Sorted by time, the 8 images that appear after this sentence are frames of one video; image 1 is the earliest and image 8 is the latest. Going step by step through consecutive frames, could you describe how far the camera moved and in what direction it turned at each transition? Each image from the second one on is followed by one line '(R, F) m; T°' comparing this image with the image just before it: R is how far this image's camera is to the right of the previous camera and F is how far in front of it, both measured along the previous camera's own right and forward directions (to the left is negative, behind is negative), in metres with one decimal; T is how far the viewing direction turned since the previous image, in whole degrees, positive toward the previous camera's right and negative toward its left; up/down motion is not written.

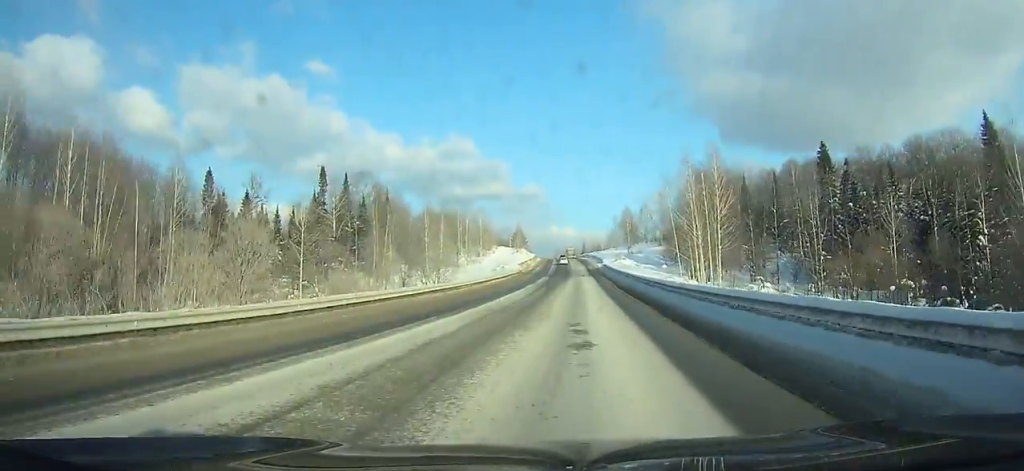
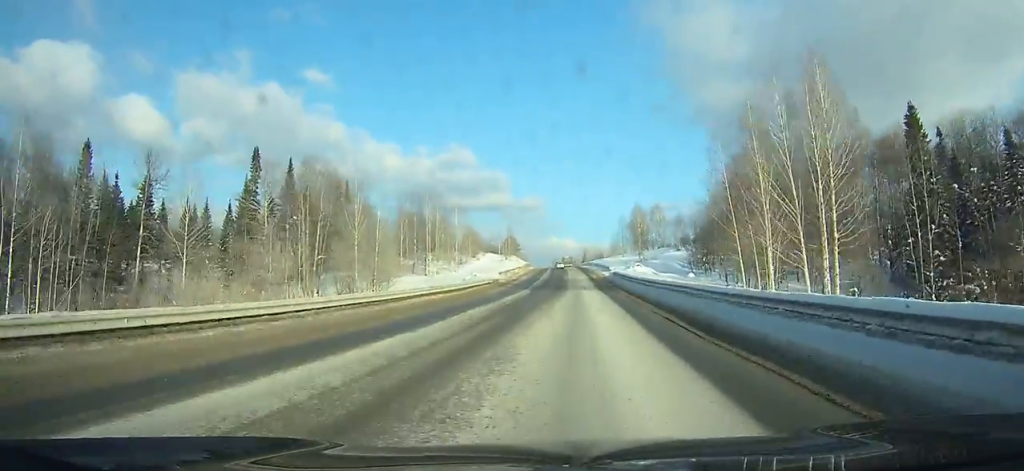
(-0.1, +27.9) m; 0°
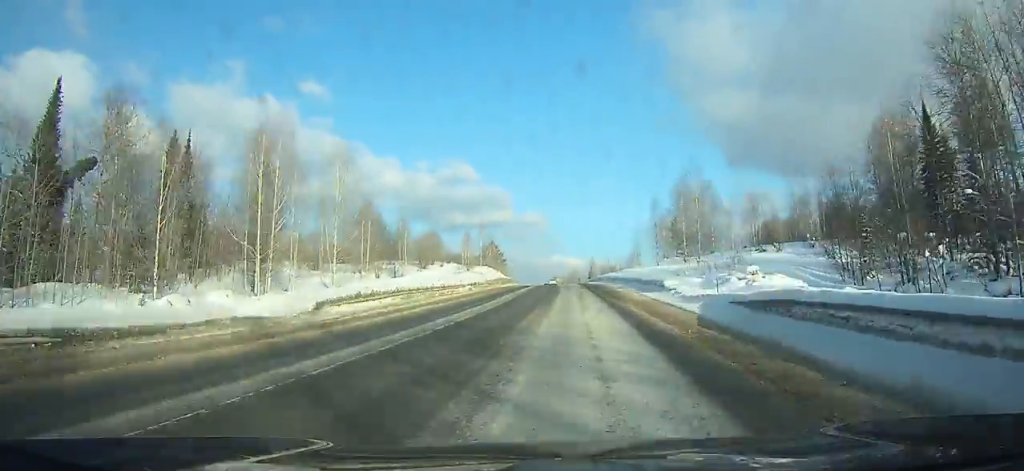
(-0.2, +58.1) m; -1°
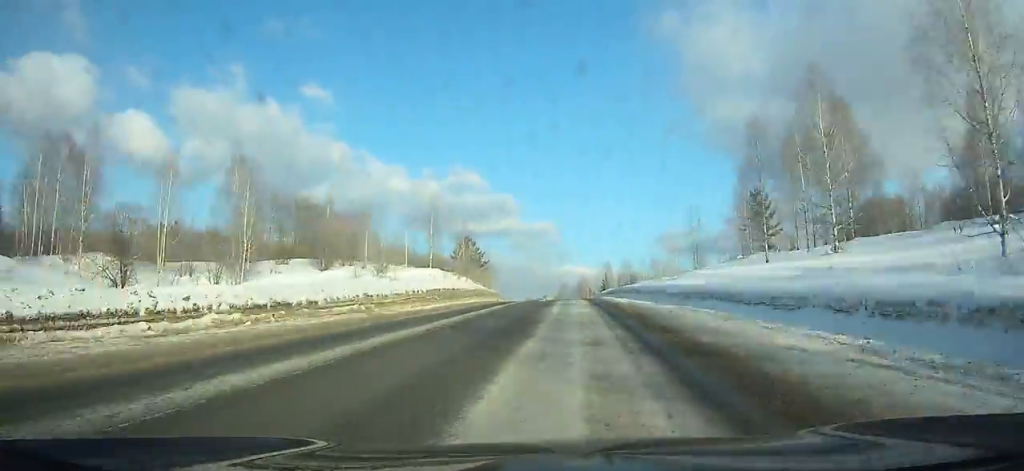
(-0.1, +48.7) m; -1°
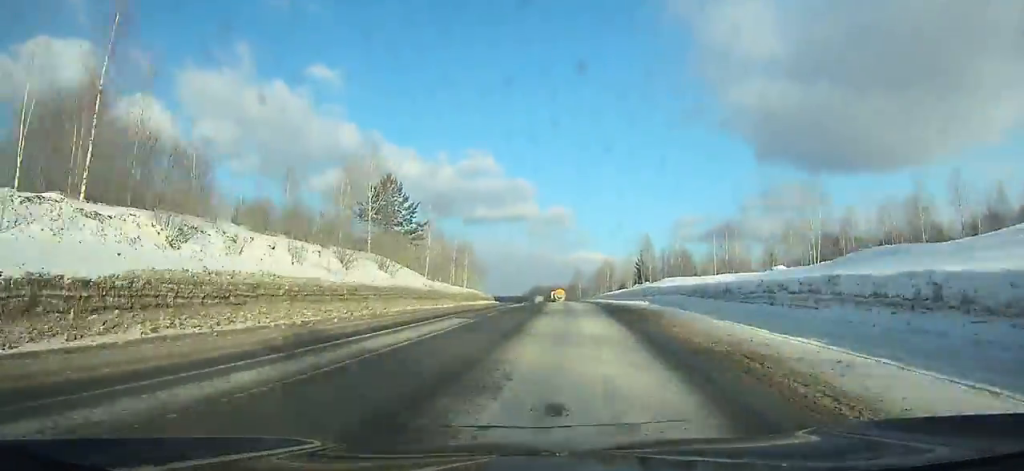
(-0.9, +57.0) m; -2°
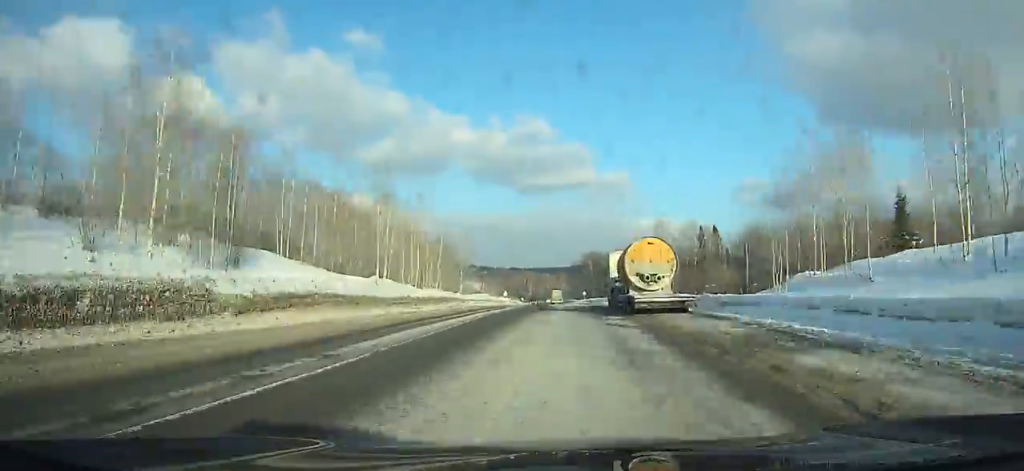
(-4.5, +104.3) m; -6°
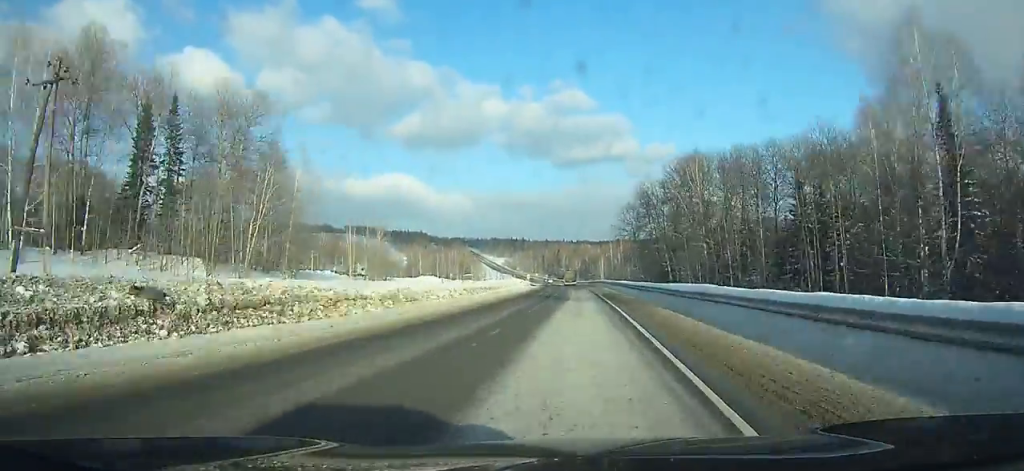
(-8.4, +153.8) m; -4°
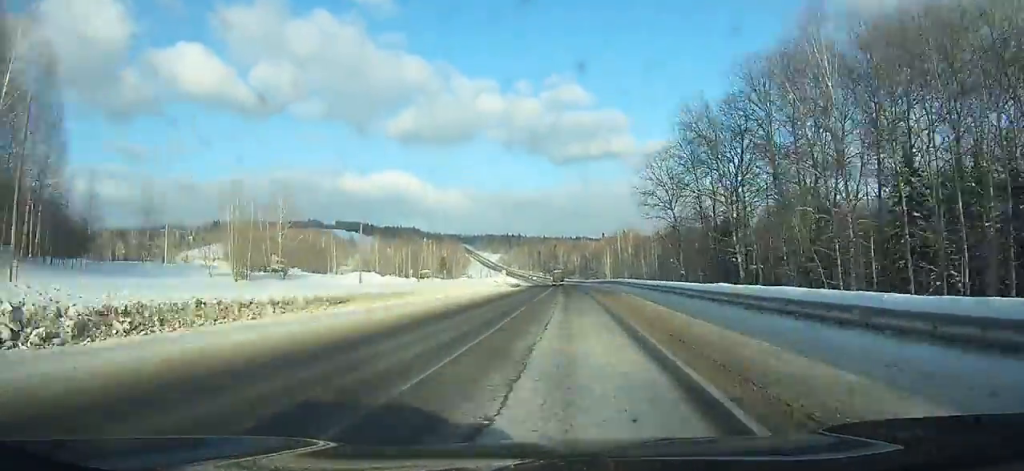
(-0.1, +45.4) m; -1°
